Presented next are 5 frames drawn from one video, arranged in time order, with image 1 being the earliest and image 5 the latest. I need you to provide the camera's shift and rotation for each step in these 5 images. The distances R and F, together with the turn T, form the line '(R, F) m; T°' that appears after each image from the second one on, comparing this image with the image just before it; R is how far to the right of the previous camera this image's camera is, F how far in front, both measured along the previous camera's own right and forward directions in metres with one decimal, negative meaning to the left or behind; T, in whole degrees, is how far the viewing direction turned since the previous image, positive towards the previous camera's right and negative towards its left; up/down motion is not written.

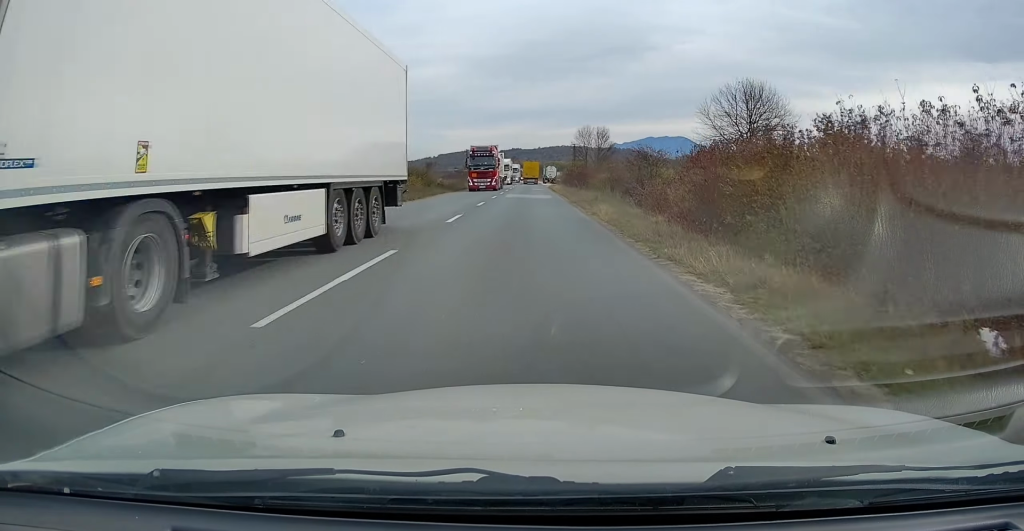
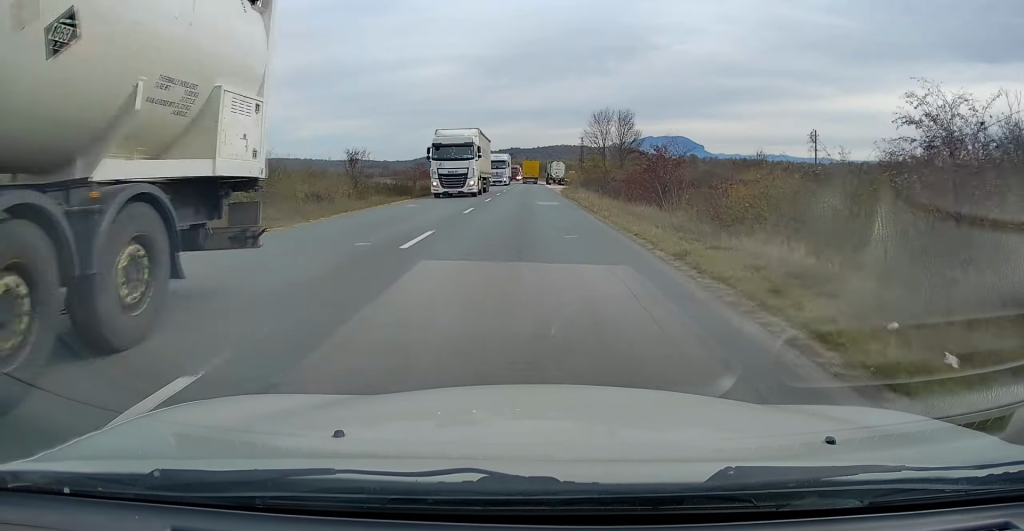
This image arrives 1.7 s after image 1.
(-0.2, +35.9) m; -1°
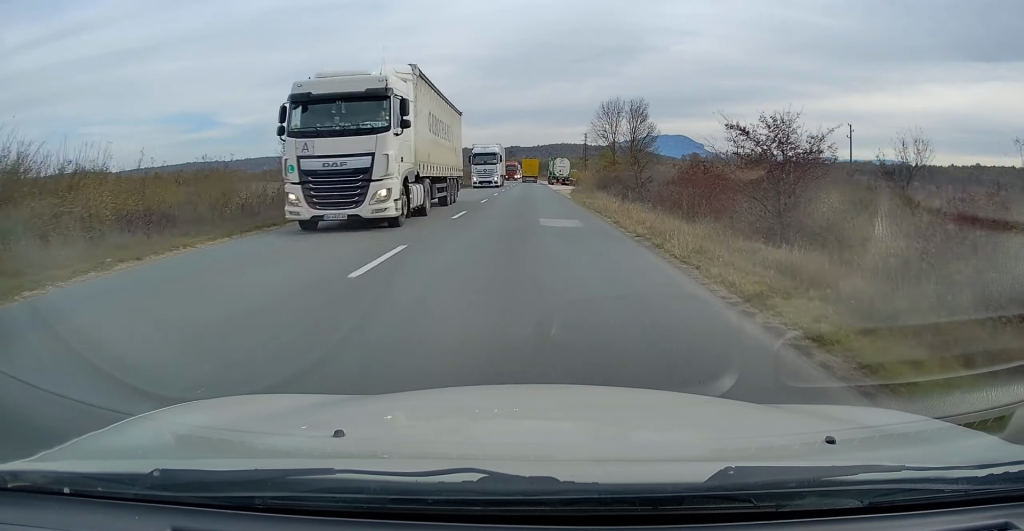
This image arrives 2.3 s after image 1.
(0.0, +12.9) m; 0°
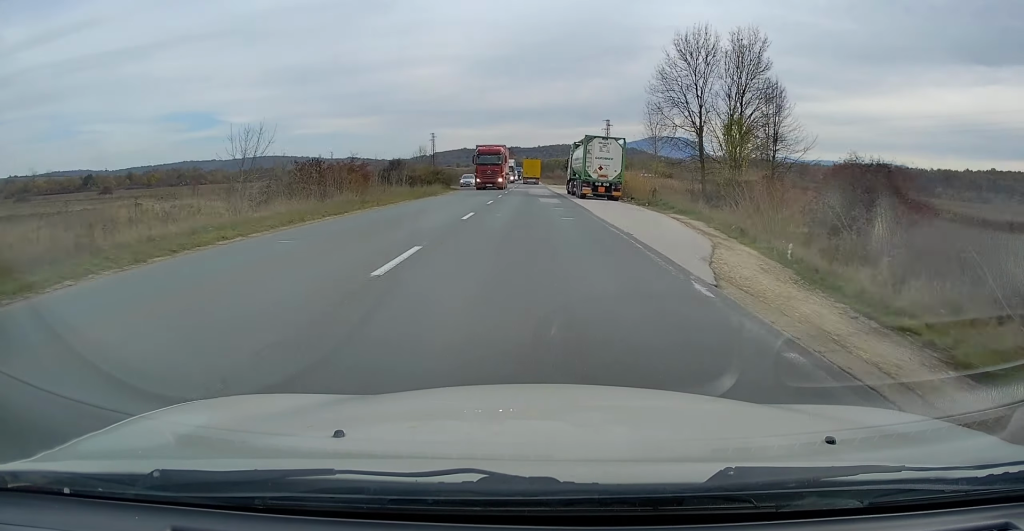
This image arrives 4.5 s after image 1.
(+0.5, +48.9) m; +1°
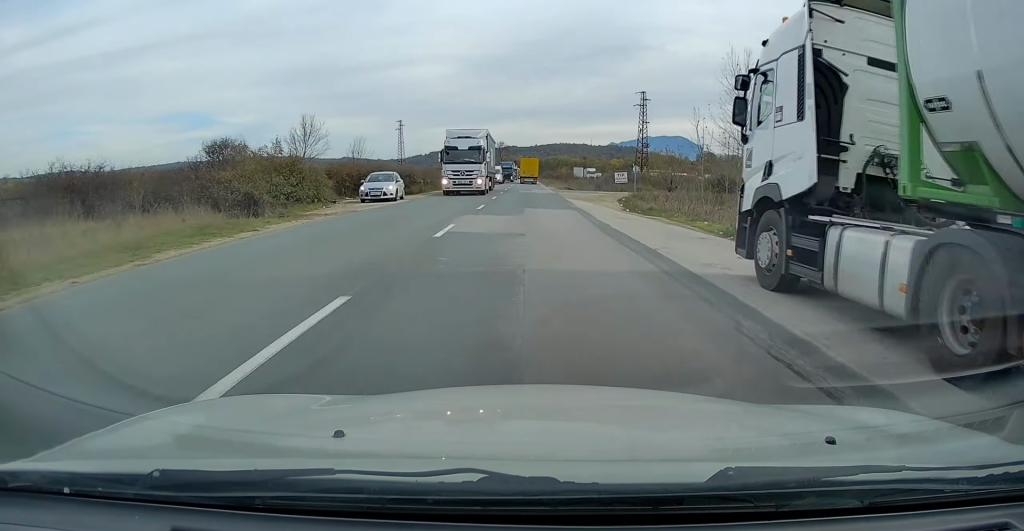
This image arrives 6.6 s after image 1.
(+0.1, +43.5) m; 0°
